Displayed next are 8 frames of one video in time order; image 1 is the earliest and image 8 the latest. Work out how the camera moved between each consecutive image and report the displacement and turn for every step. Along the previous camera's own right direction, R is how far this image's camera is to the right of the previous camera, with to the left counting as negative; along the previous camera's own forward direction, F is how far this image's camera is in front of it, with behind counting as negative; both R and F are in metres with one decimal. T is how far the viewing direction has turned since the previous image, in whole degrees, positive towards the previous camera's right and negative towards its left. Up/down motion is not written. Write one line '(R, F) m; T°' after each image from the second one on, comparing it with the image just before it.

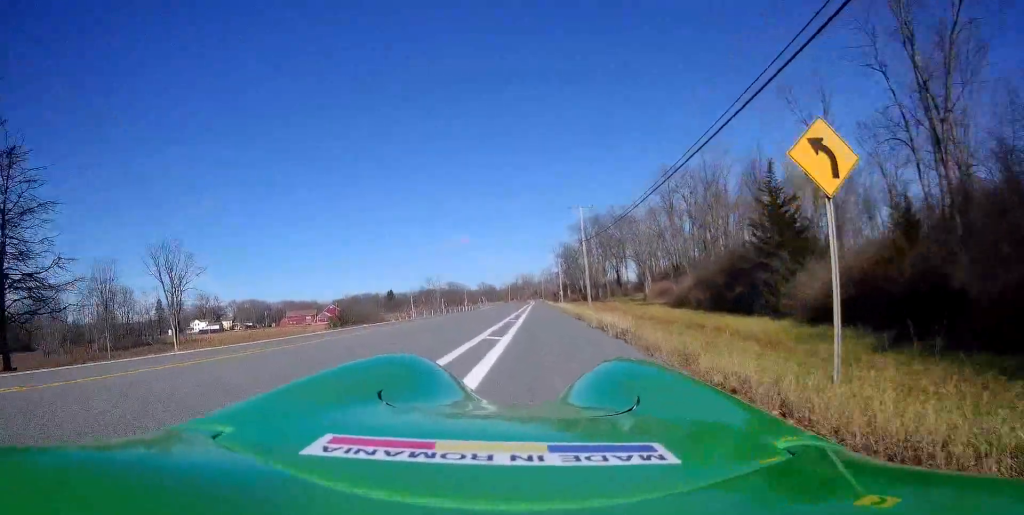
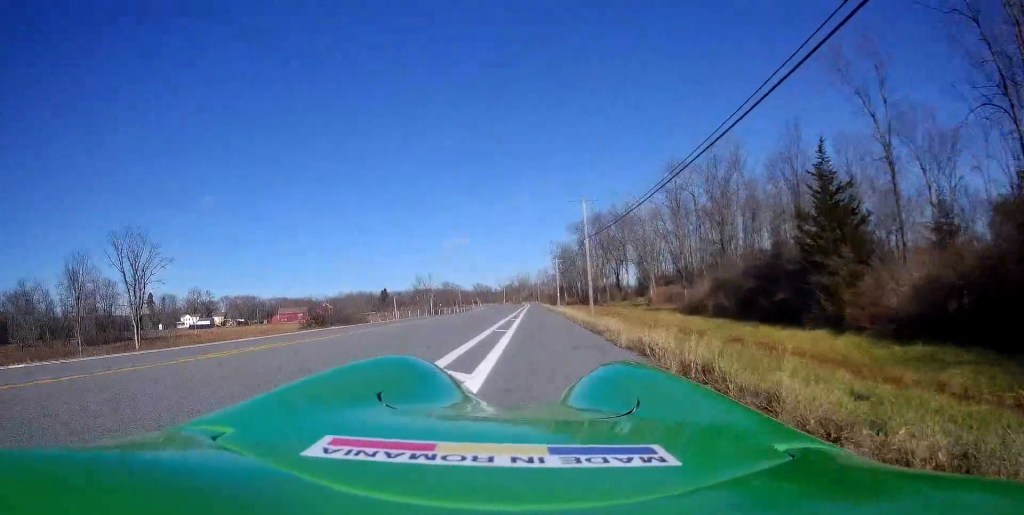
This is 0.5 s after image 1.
(0.0, +5.4) m; -1°
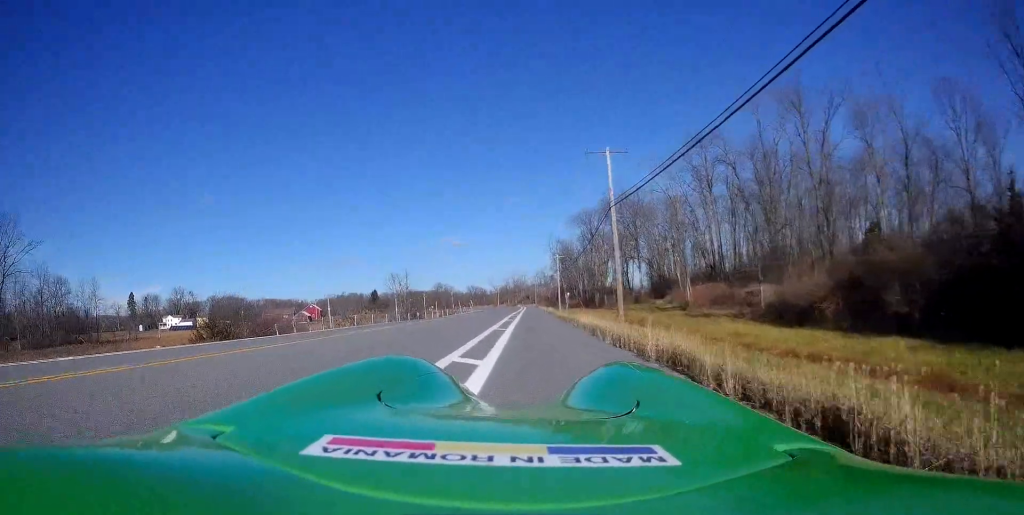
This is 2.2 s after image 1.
(-0.6, +16.5) m; -3°
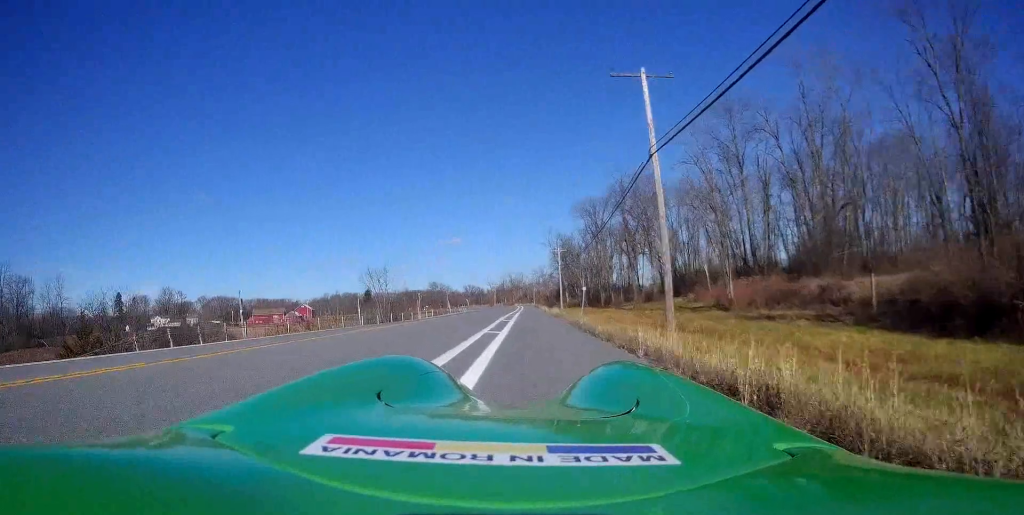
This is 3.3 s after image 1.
(+0.2, +11.1) m; +3°
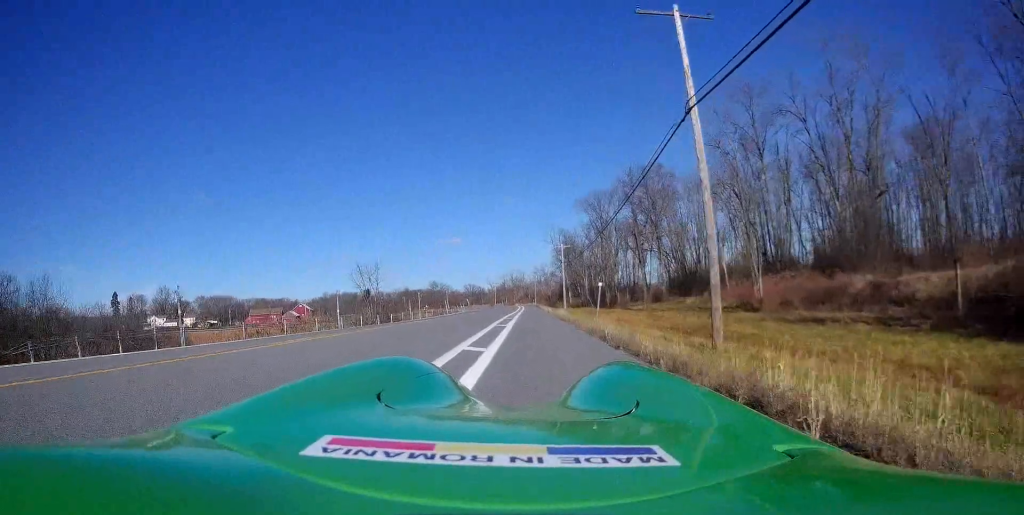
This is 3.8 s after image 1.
(+0.1, +4.9) m; +1°
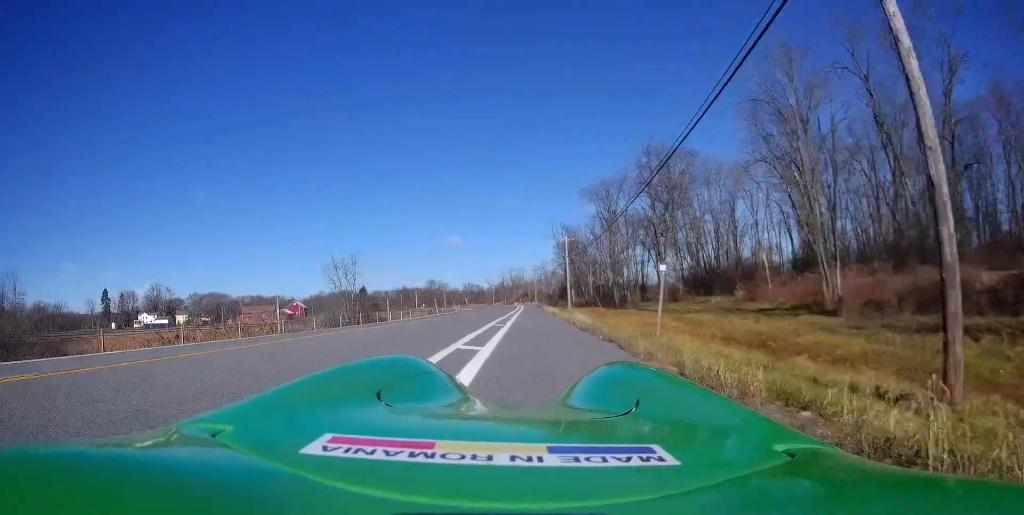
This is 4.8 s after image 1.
(+0.1, +9.4) m; 0°
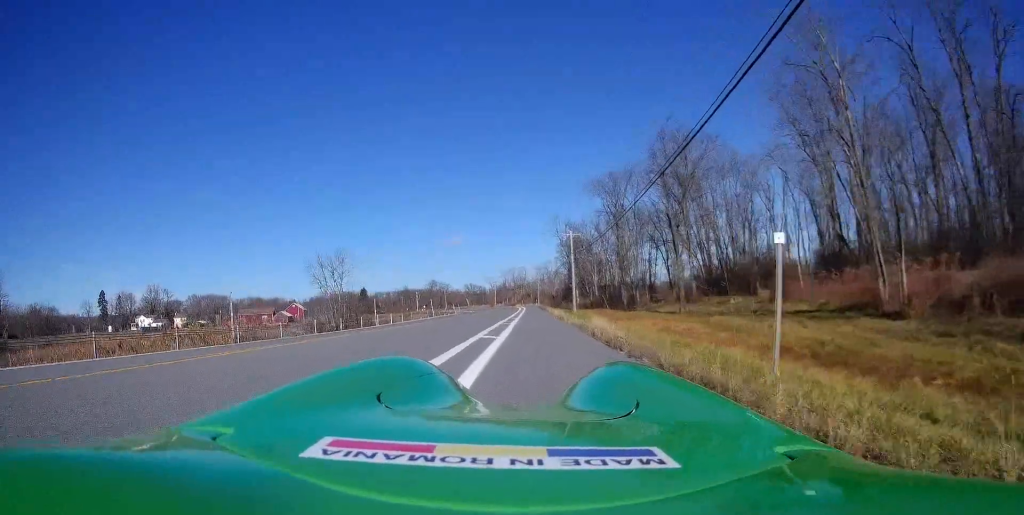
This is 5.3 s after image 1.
(0.0, +5.0) m; -1°
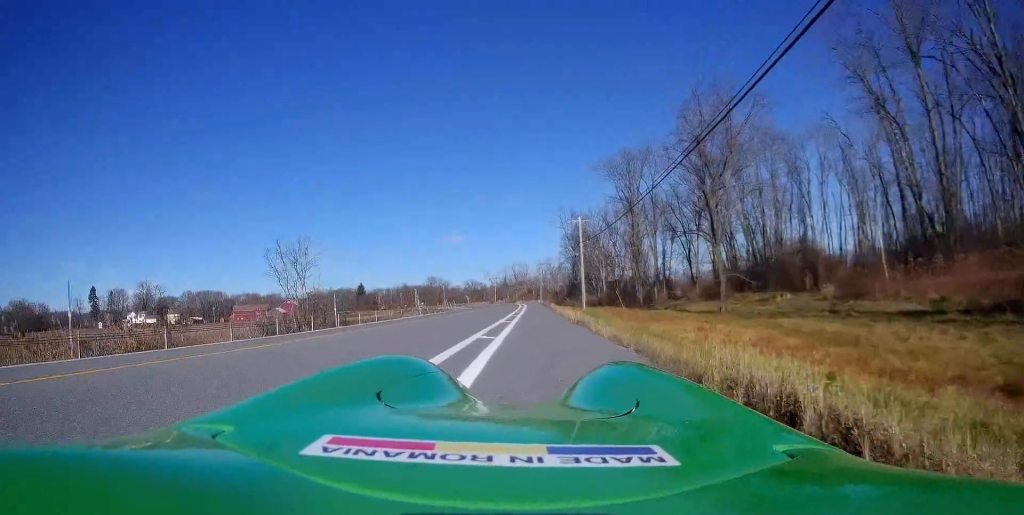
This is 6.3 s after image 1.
(-0.2, +10.0) m; -2°
